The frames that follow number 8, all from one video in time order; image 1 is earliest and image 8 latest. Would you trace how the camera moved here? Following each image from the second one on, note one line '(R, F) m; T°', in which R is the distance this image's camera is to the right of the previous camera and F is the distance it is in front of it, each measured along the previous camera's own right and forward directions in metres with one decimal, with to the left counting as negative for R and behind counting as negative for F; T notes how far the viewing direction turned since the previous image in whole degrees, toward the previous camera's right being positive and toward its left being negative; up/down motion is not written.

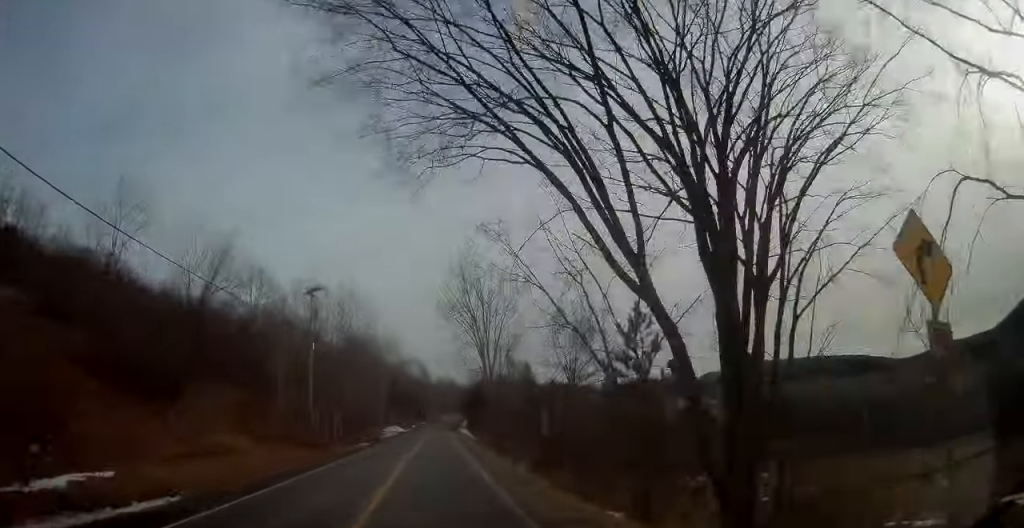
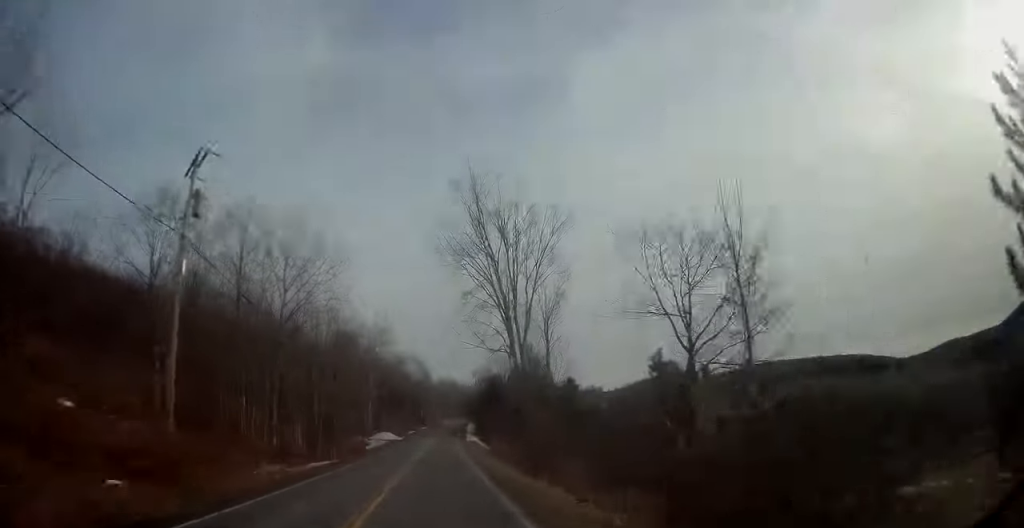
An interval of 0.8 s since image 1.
(+0.6, +20.0) m; +1°
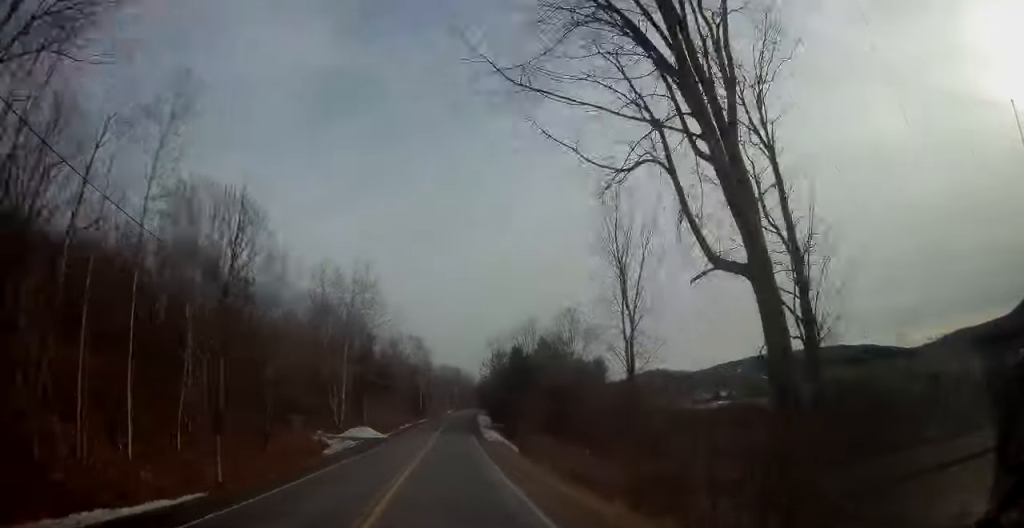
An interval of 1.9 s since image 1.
(0.0, +26.3) m; 0°
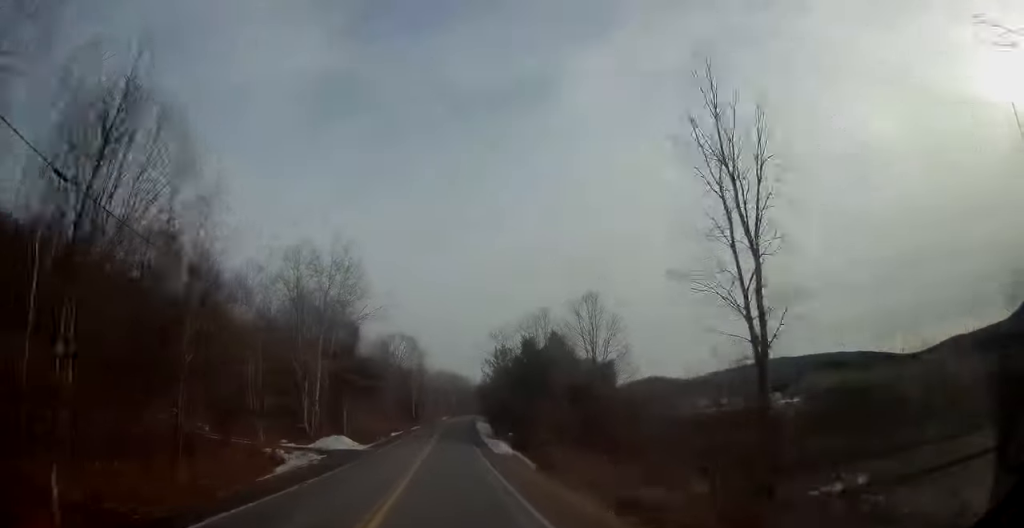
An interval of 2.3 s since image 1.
(0.0, +10.8) m; 0°
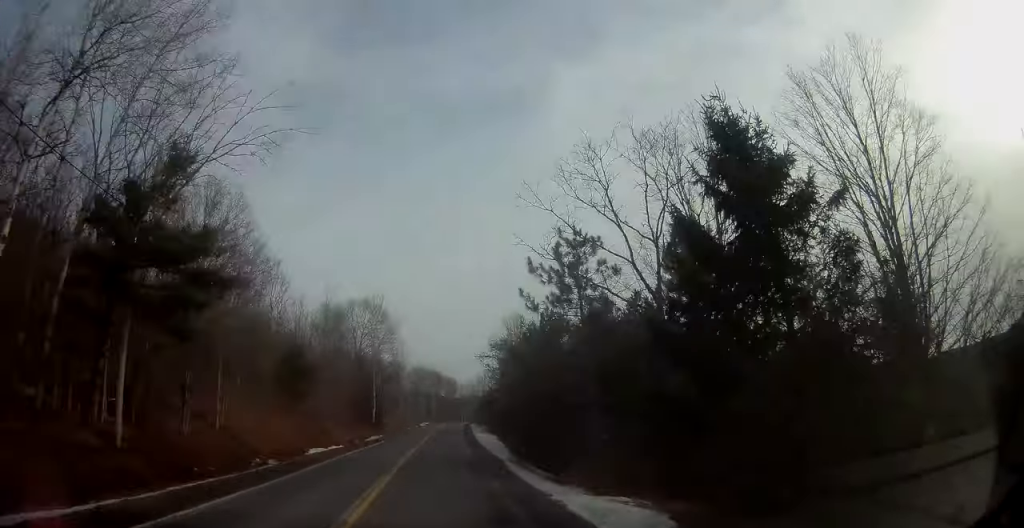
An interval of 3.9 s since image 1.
(+0.3, +39.1) m; +1°
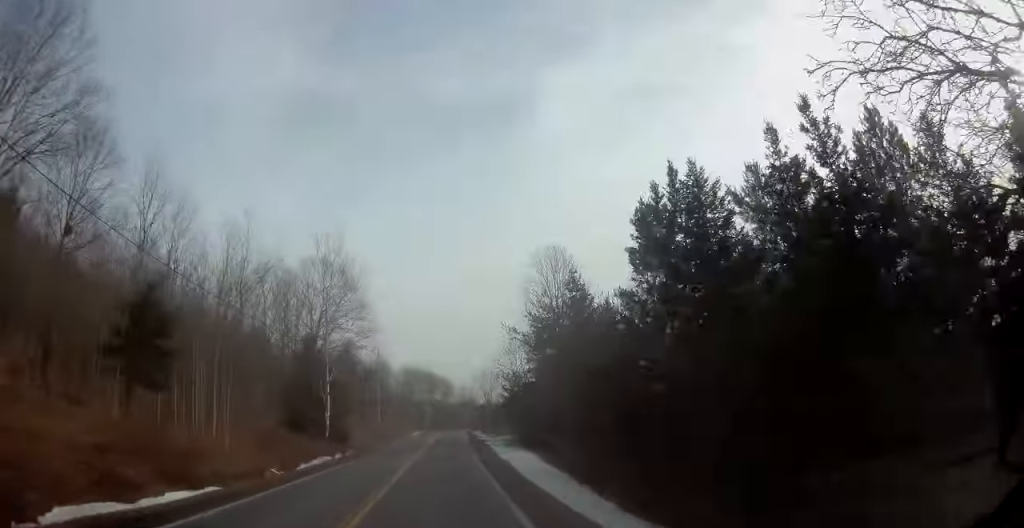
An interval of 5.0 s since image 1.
(+0.2, +26.4) m; +1°
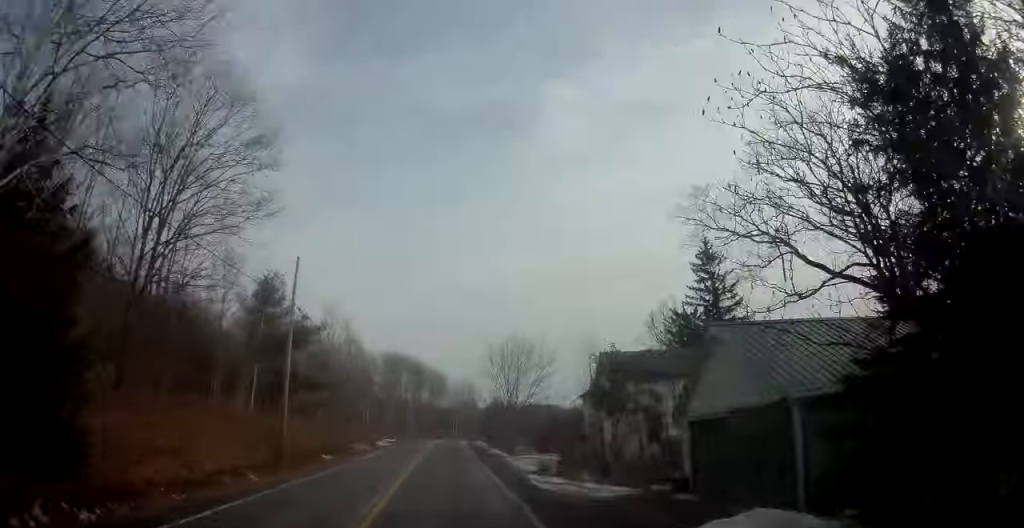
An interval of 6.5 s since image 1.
(+0.2, +36.8) m; 0°
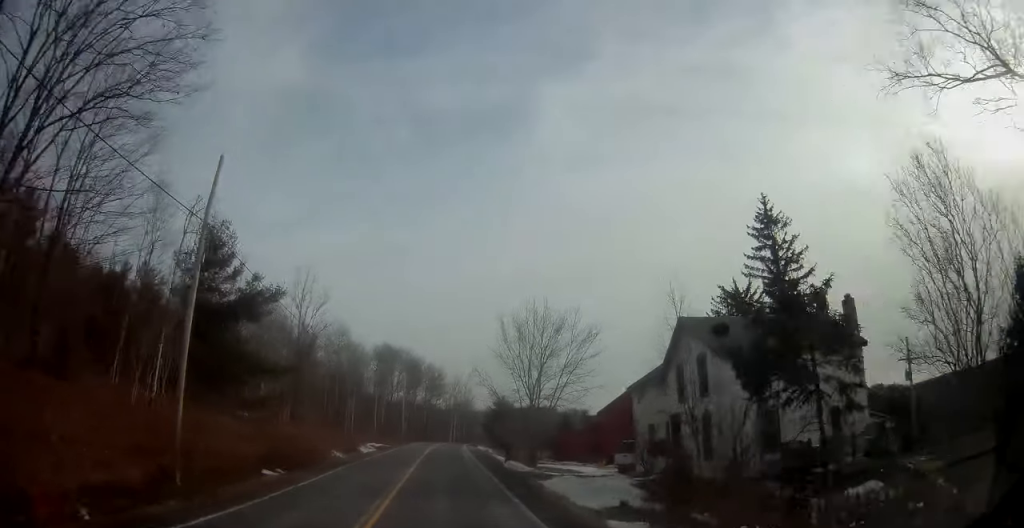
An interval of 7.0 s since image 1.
(-0.2, +12.1) m; 0°
